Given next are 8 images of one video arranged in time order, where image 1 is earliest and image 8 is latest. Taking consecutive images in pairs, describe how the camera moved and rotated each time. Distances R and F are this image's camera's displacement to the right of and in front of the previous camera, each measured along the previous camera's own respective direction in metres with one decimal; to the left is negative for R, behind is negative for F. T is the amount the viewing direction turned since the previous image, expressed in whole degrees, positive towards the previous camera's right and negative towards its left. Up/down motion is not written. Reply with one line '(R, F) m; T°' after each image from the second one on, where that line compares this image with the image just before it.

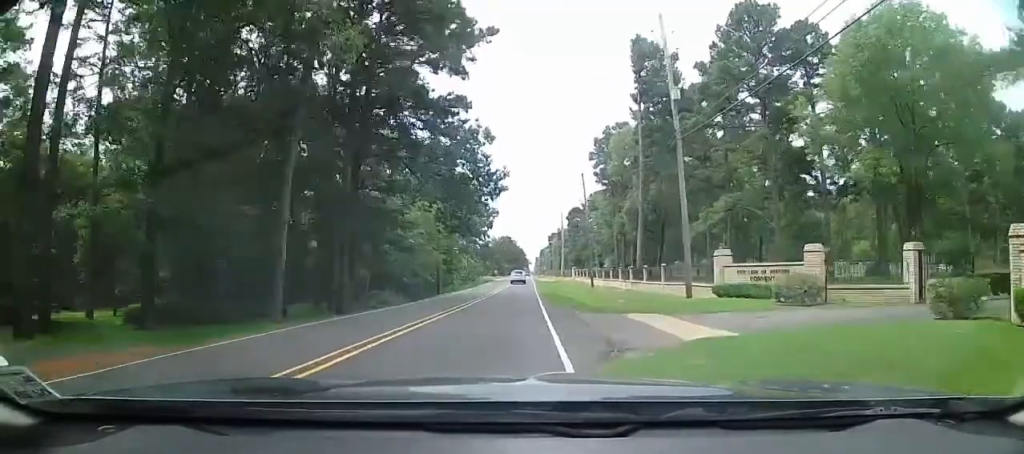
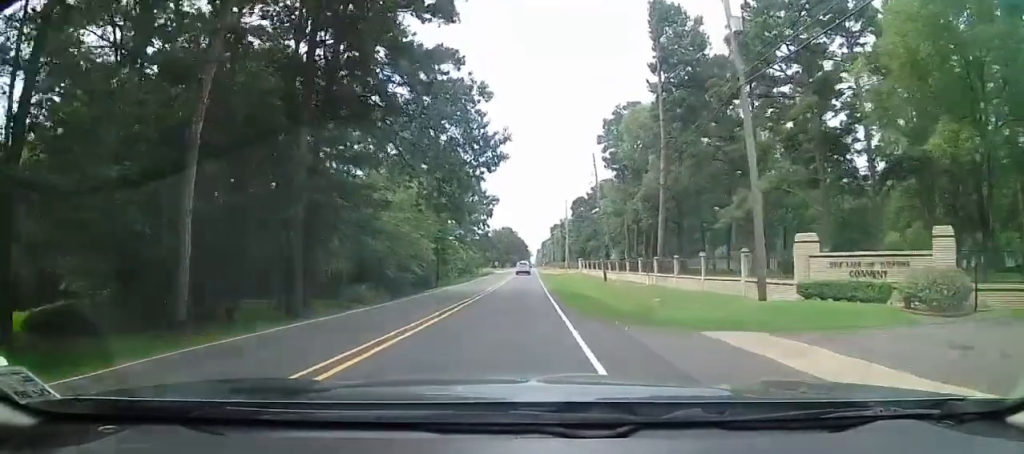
(+0.1, +6.4) m; 0°
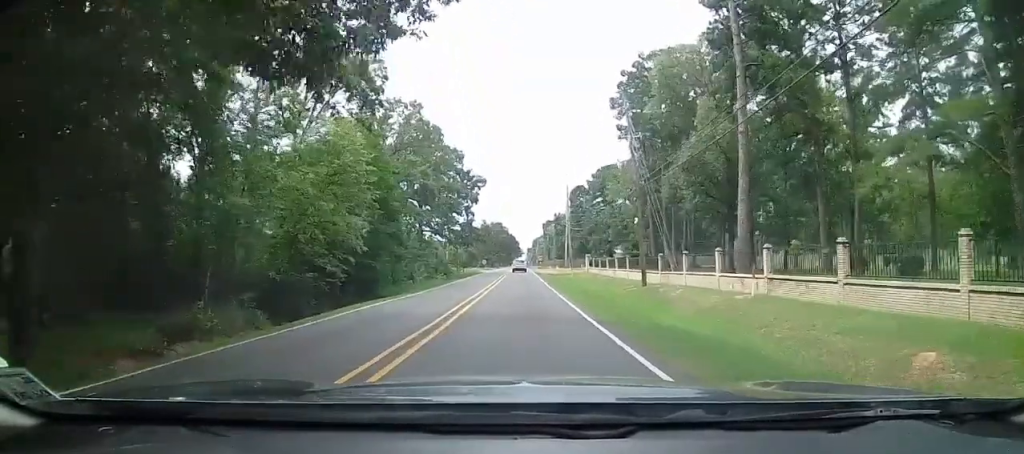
(-0.5, +17.0) m; 0°
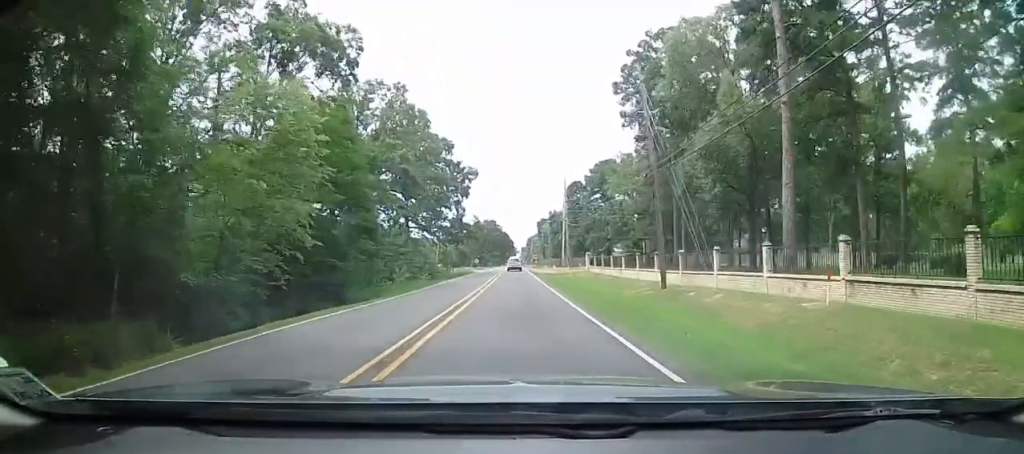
(0.0, +5.9) m; +1°
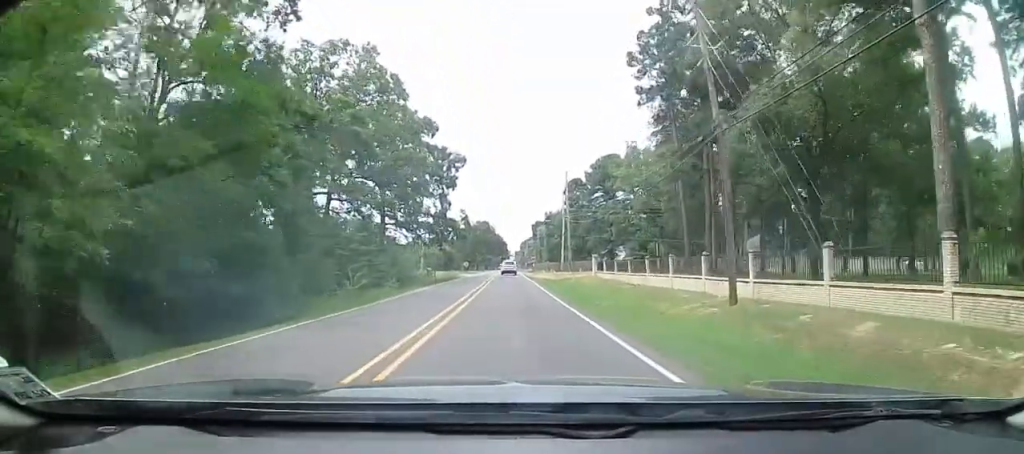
(+0.3, +11.5) m; +3°
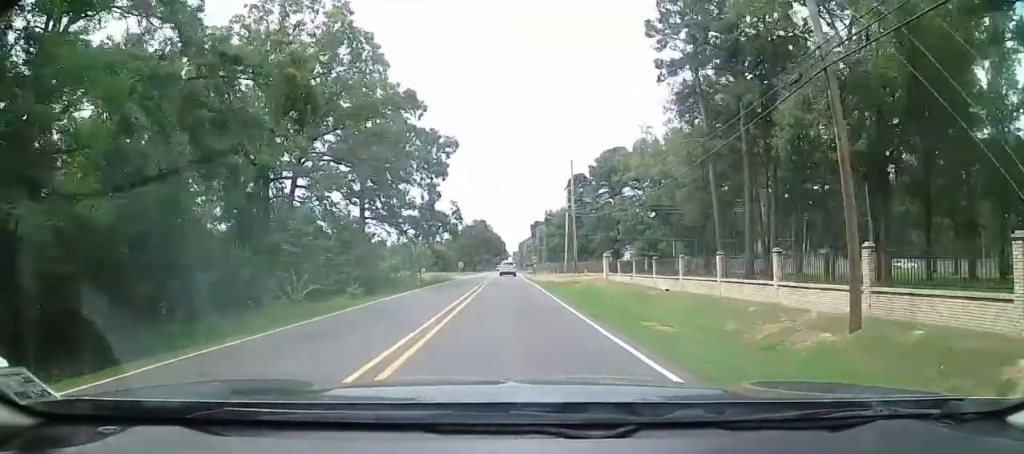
(+0.3, +8.6) m; +1°
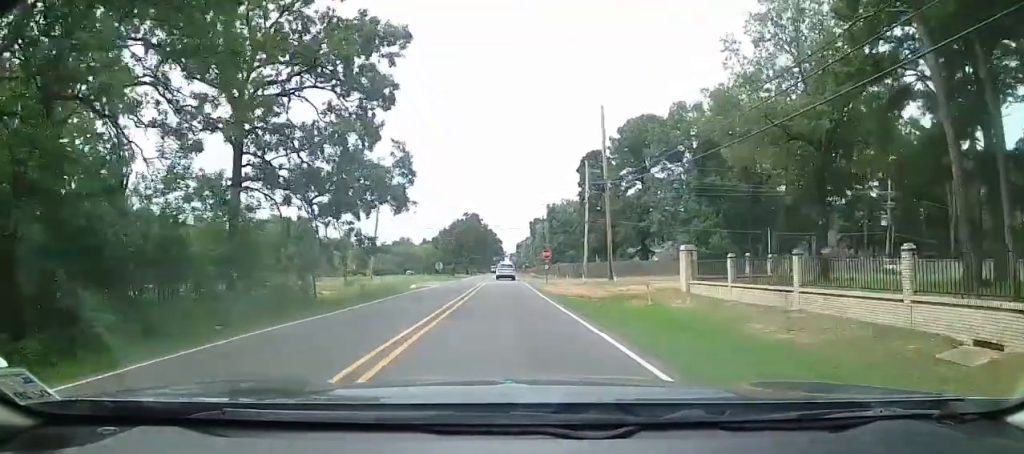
(+0.1, +26.5) m; -1°
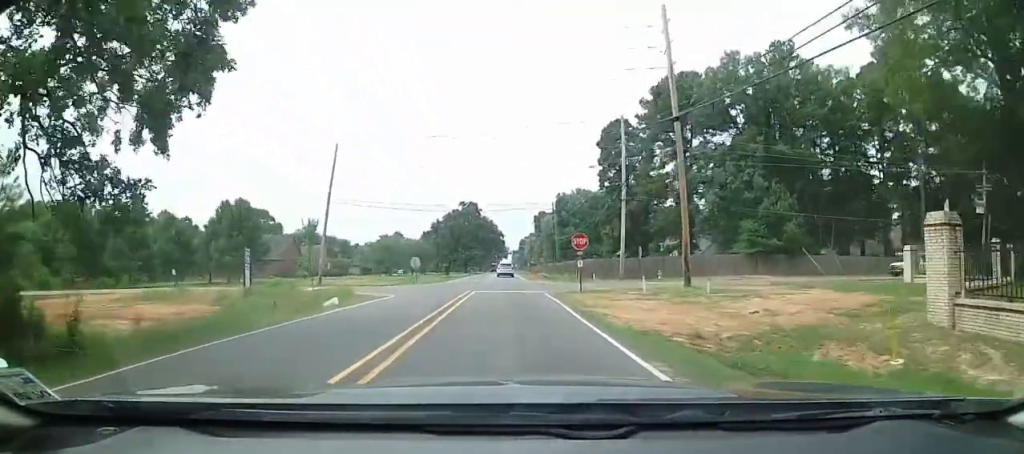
(-0.4, +19.9) m; -2°
